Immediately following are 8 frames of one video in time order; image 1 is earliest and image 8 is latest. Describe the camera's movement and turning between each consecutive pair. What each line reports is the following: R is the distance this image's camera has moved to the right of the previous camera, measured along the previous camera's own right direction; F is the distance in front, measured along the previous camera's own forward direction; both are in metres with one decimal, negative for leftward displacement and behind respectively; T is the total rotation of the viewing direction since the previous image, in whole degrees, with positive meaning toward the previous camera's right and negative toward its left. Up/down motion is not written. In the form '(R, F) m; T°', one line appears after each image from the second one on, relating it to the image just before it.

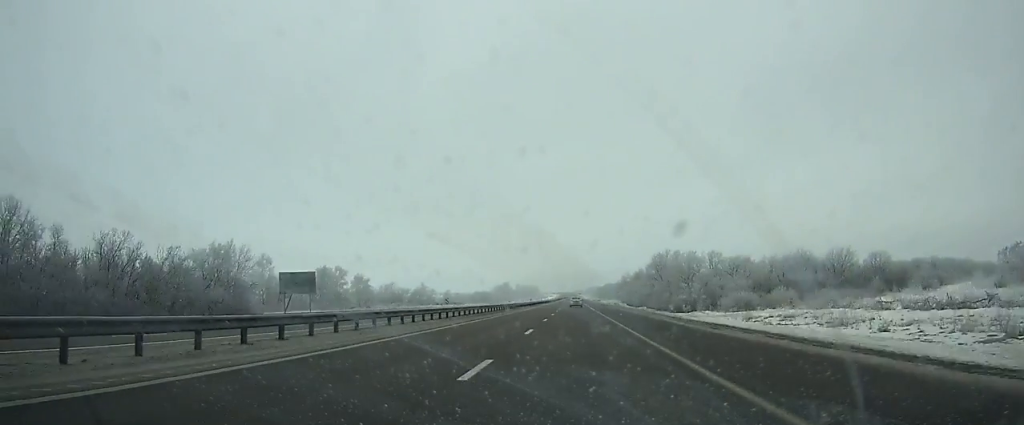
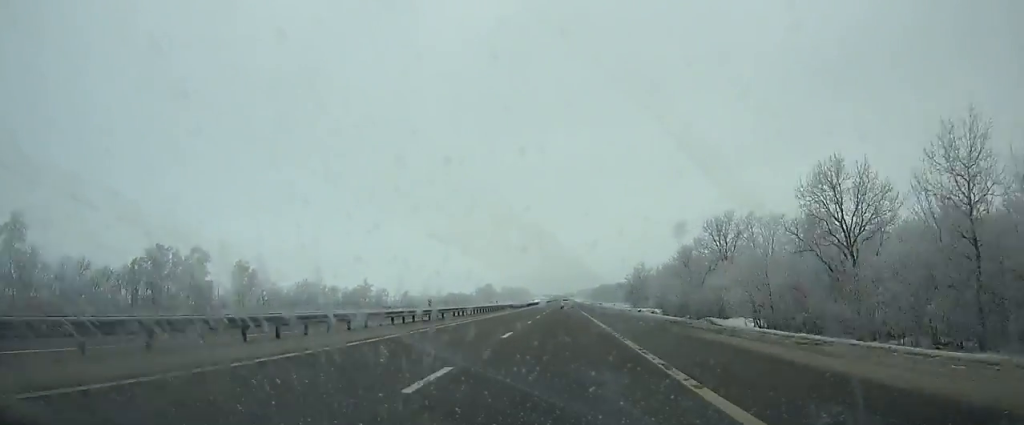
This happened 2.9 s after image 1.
(+0.7, +74.5) m; +1°
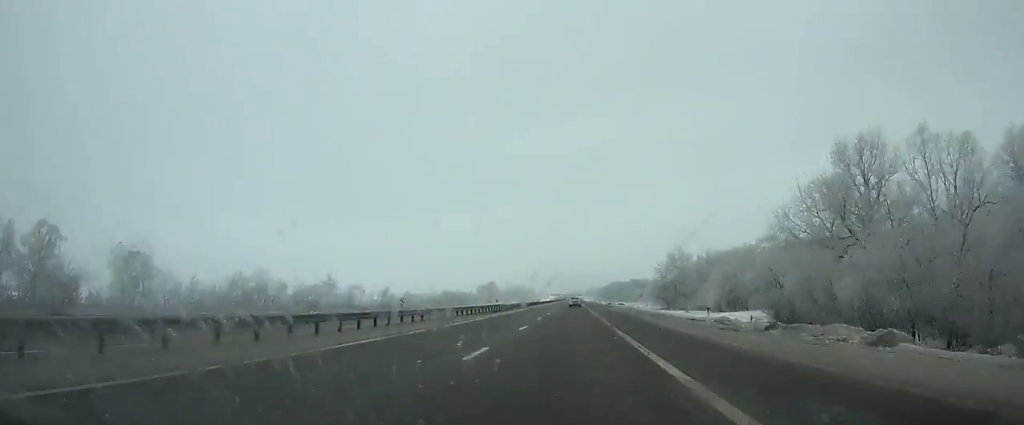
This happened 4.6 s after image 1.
(+0.2, +43.9) m; 0°
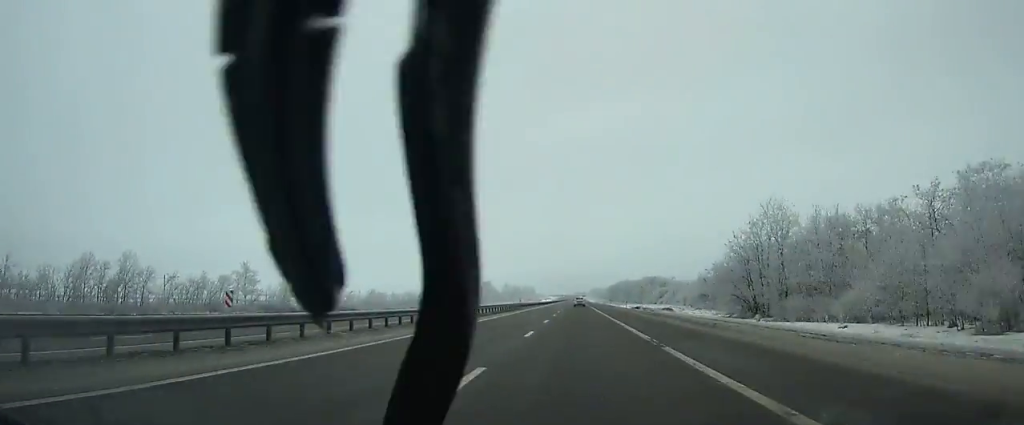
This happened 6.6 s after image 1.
(-0.1, +52.1) m; 0°
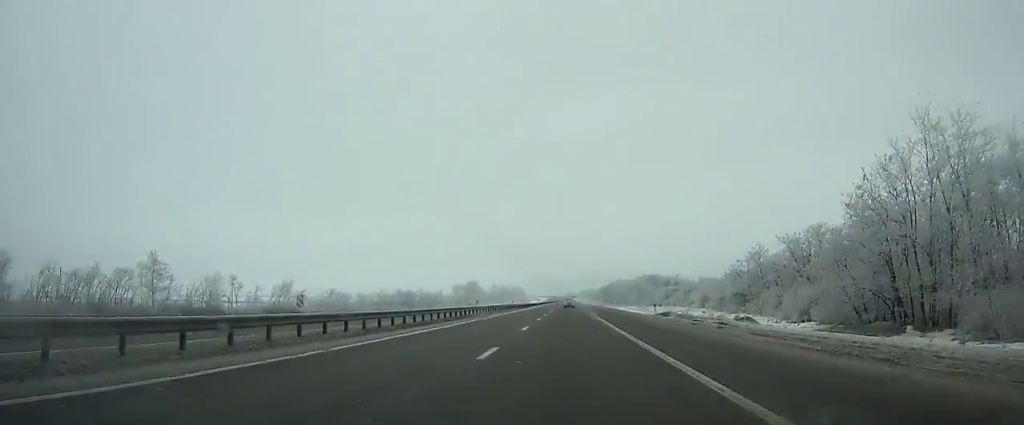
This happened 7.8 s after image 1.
(0.0, +31.4) m; 0°
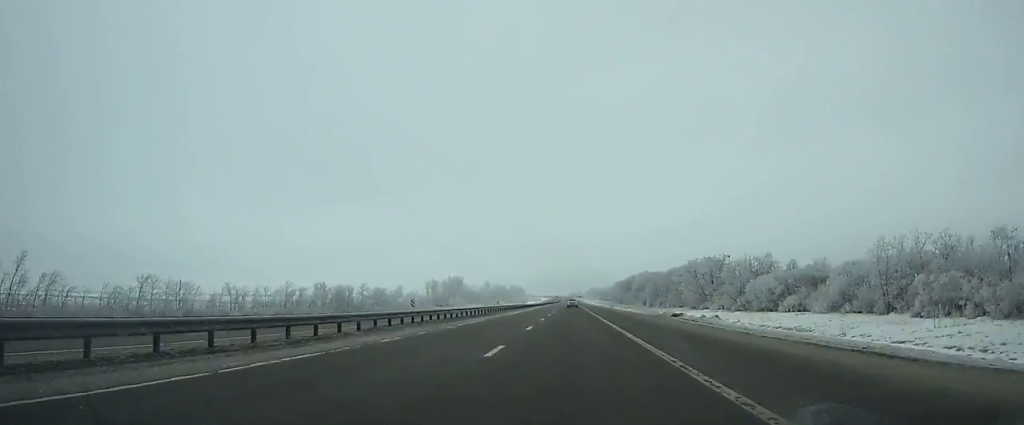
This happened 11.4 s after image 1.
(+0.2, +96.1) m; 0°
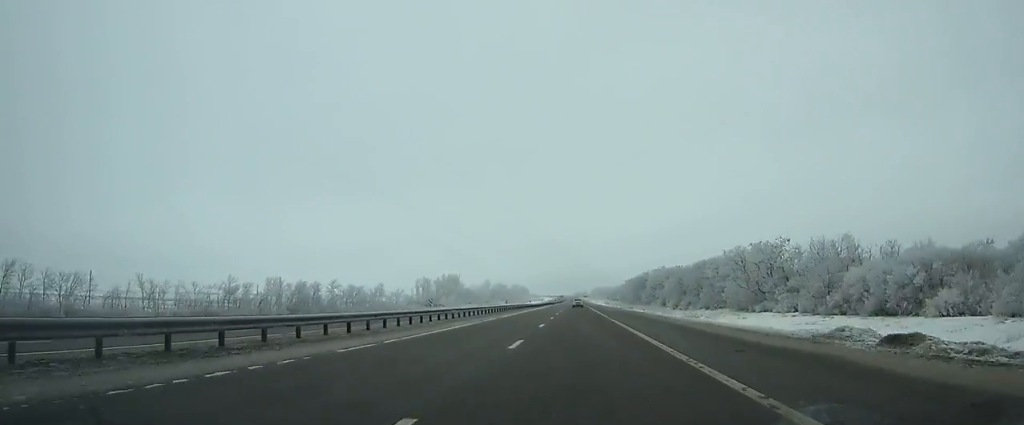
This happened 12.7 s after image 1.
(0.0, +35.2) m; 0°
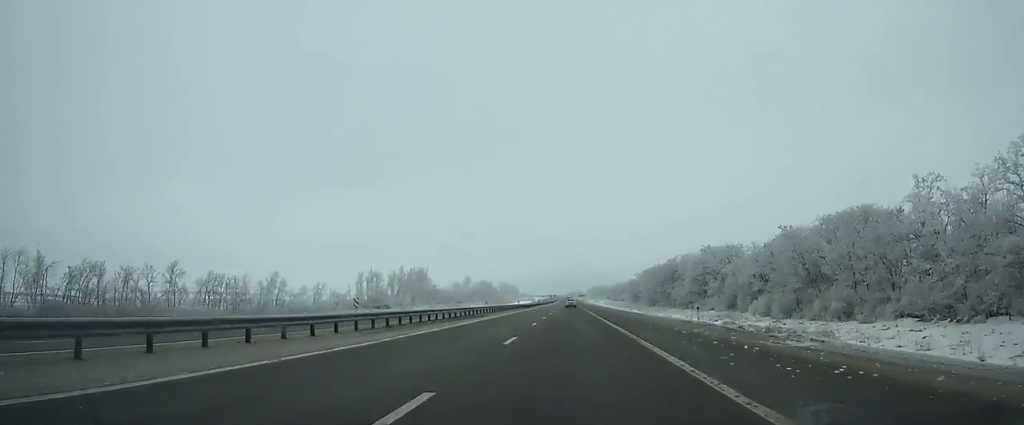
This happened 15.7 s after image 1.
(+0.1, +82.7) m; 0°
